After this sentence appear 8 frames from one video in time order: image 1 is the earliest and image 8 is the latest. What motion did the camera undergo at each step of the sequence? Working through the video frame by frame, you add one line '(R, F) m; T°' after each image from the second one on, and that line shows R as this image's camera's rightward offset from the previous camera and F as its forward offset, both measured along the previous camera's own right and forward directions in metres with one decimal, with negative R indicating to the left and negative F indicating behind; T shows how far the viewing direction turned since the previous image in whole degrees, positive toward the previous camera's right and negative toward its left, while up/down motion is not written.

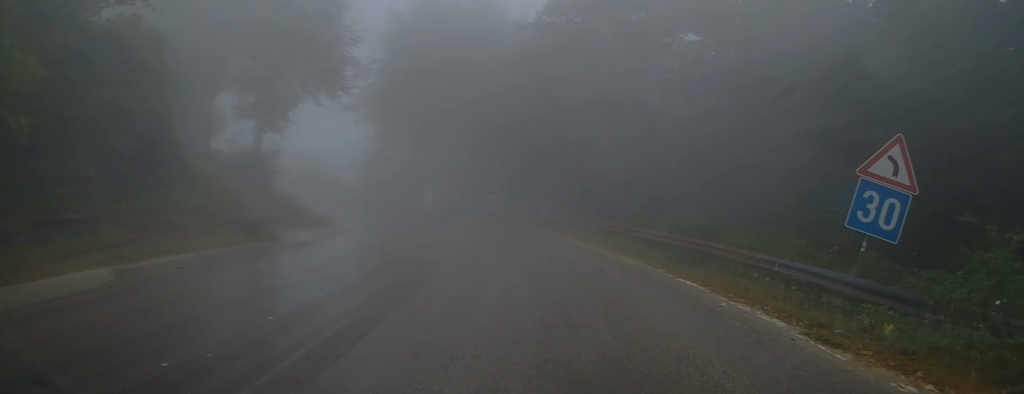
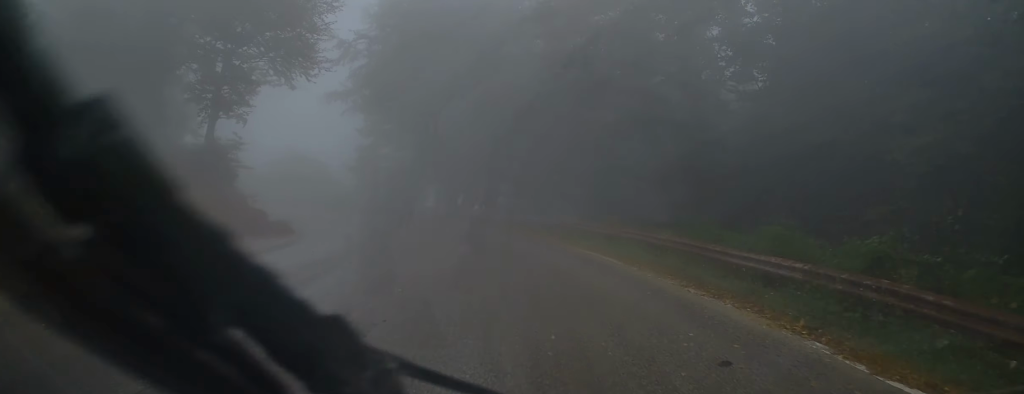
(-0.3, +6.4) m; -2°
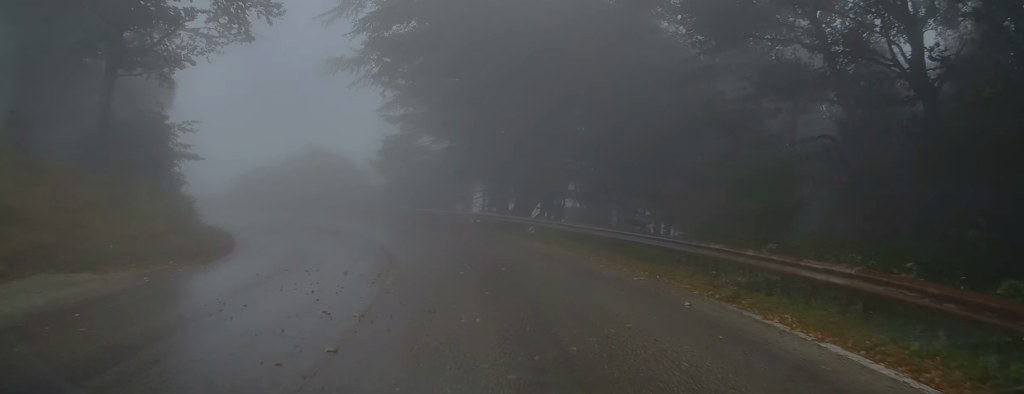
(-0.2, +10.7) m; -6°
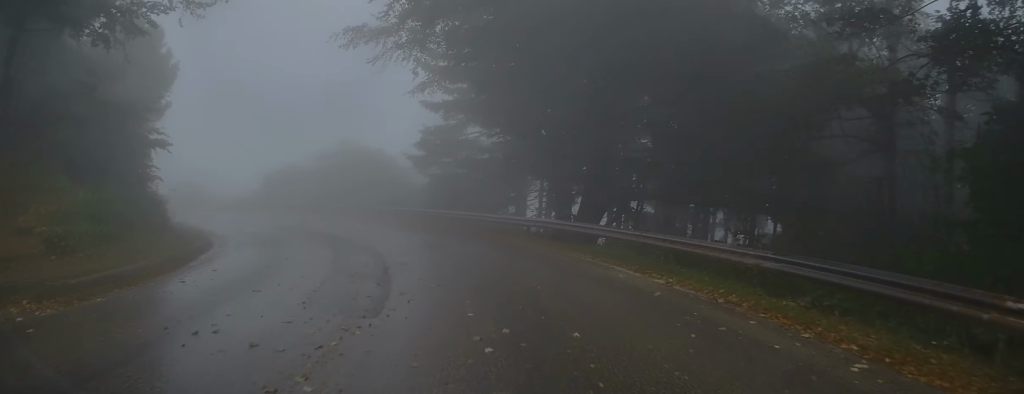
(-0.1, +5.7) m; -5°
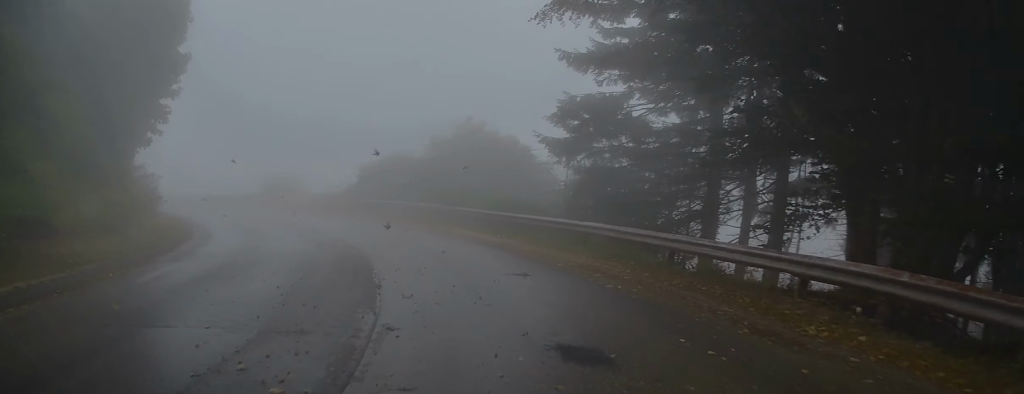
(-1.4, +11.1) m; -13°
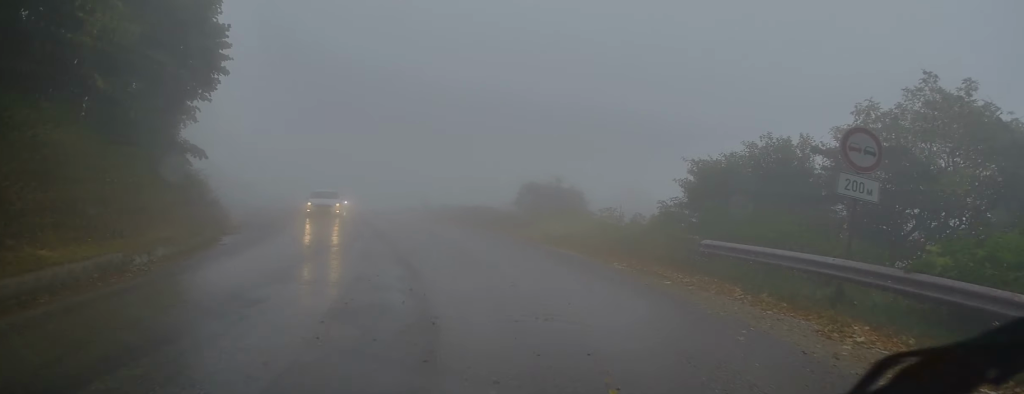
(-4.6, +19.7) m; -24°
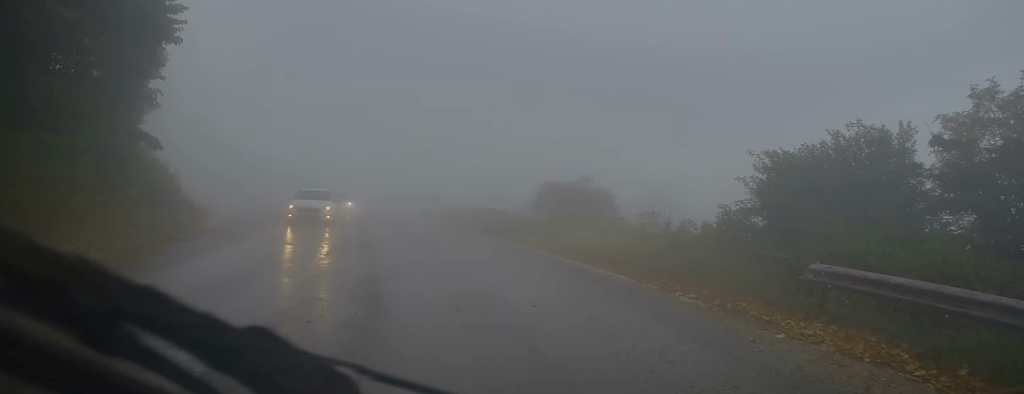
(-0.1, +3.9) m; -3°
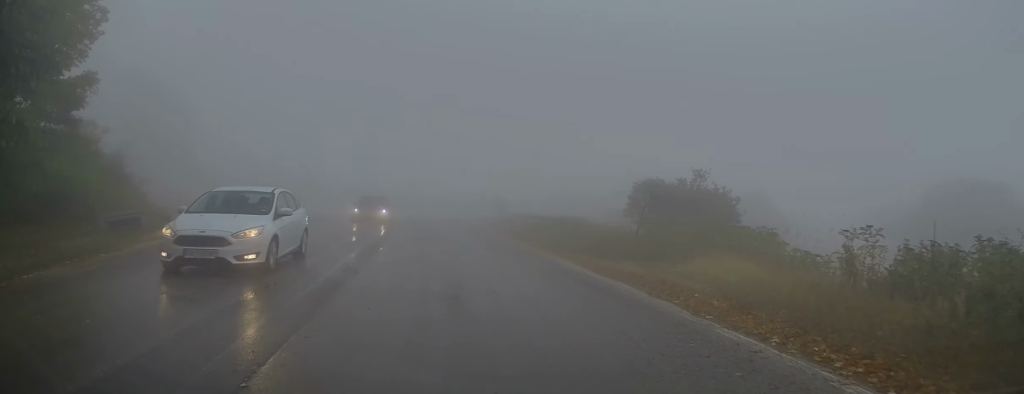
(-0.4, +7.6) m; -4°
